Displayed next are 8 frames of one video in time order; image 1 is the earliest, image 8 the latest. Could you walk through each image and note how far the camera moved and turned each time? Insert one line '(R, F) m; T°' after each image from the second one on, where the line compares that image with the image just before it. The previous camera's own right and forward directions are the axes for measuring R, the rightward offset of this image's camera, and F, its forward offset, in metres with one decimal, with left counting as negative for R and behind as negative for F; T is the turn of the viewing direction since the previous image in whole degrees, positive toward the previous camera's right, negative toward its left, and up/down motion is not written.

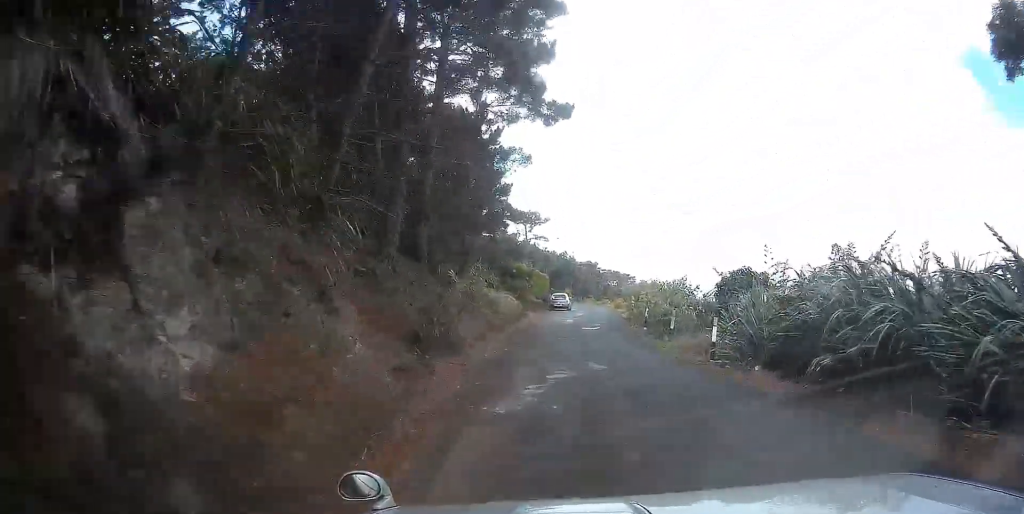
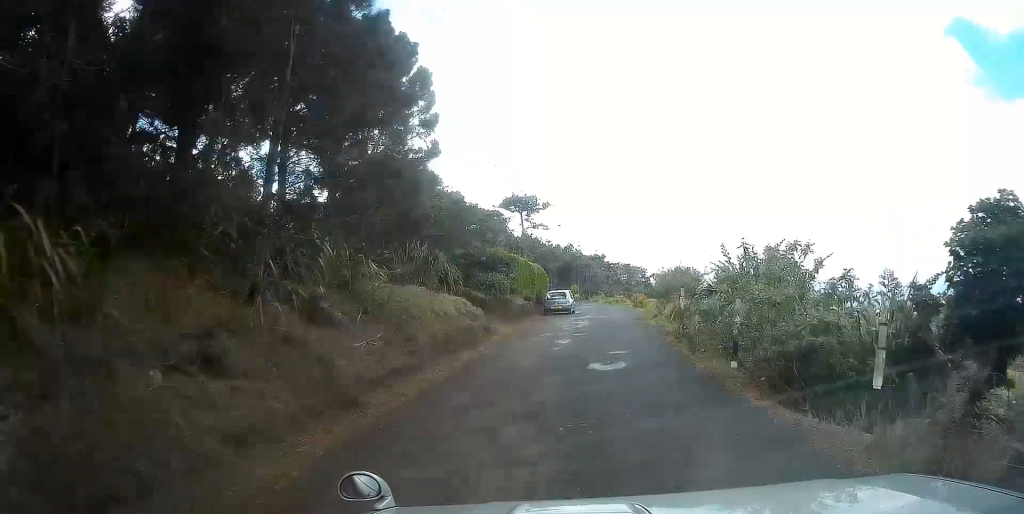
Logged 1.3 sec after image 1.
(-0.5, +12.9) m; -3°
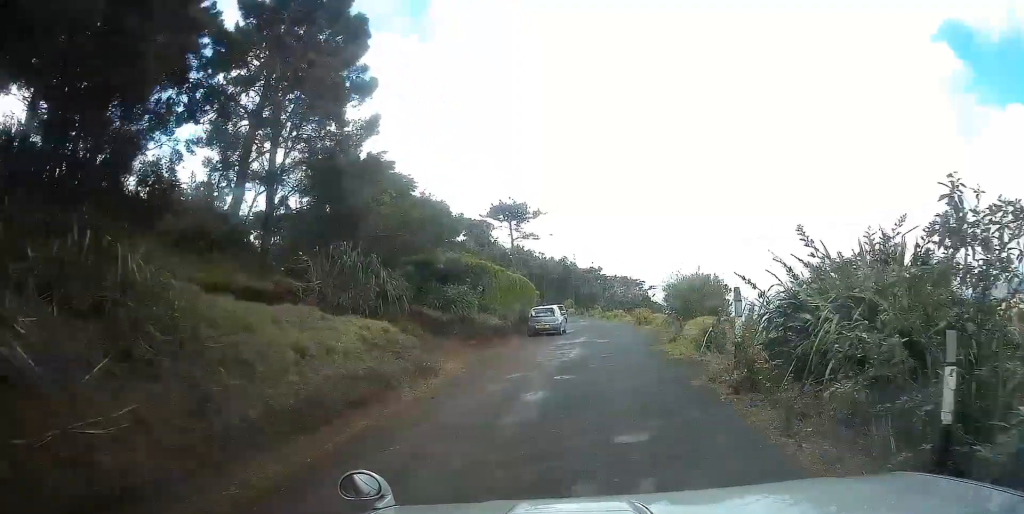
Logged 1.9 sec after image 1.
(-0.1, +6.4) m; -1°
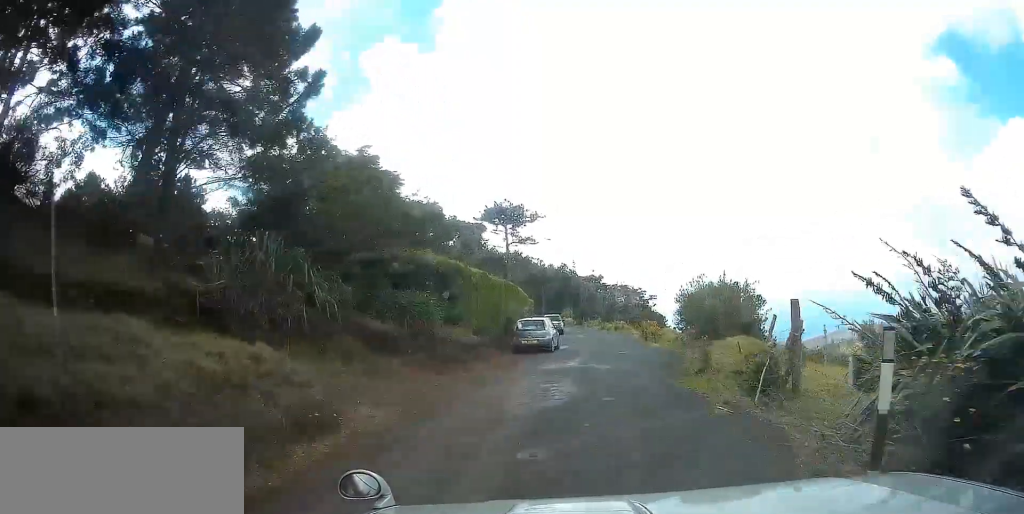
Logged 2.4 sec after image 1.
(0.0, +4.7) m; 0°
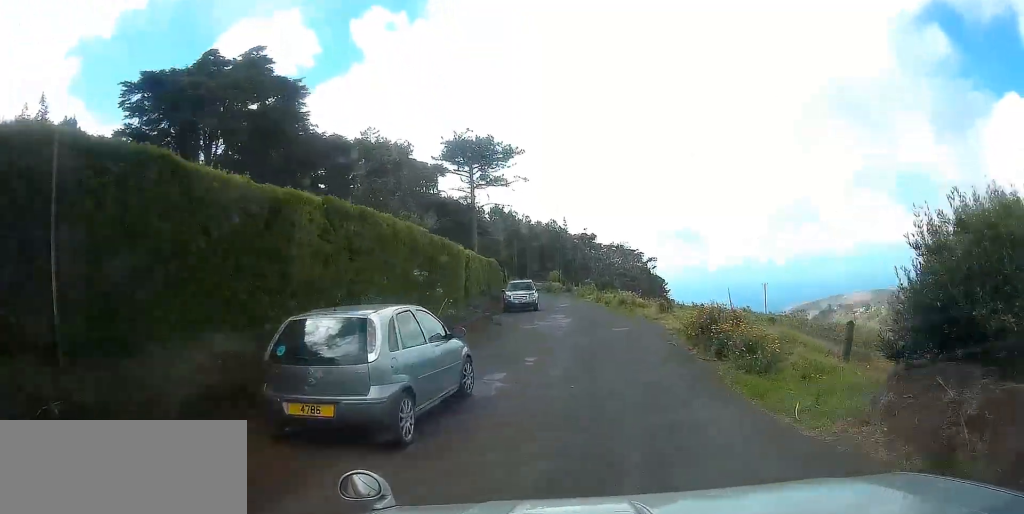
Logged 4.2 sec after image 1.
(-0.1, +17.0) m; -2°
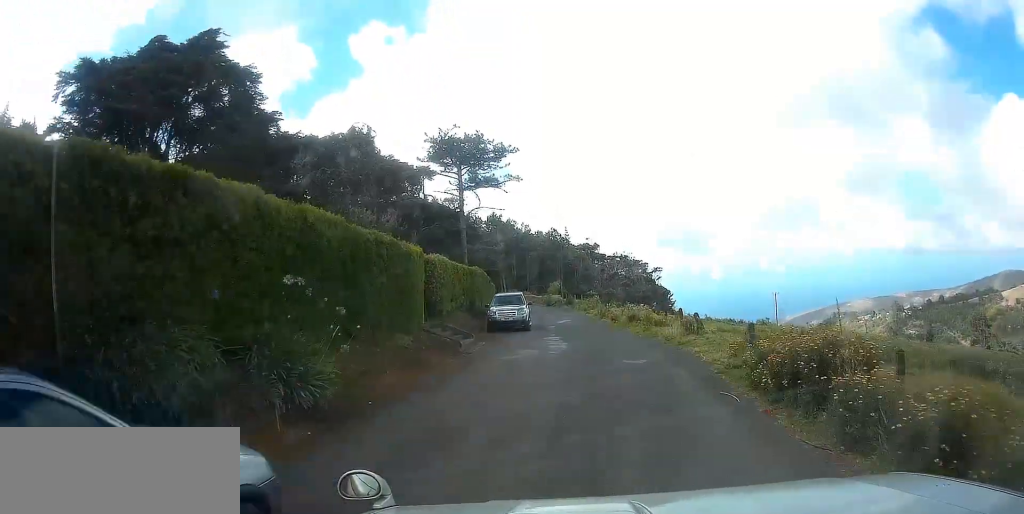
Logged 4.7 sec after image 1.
(-0.1, +5.4) m; -1°
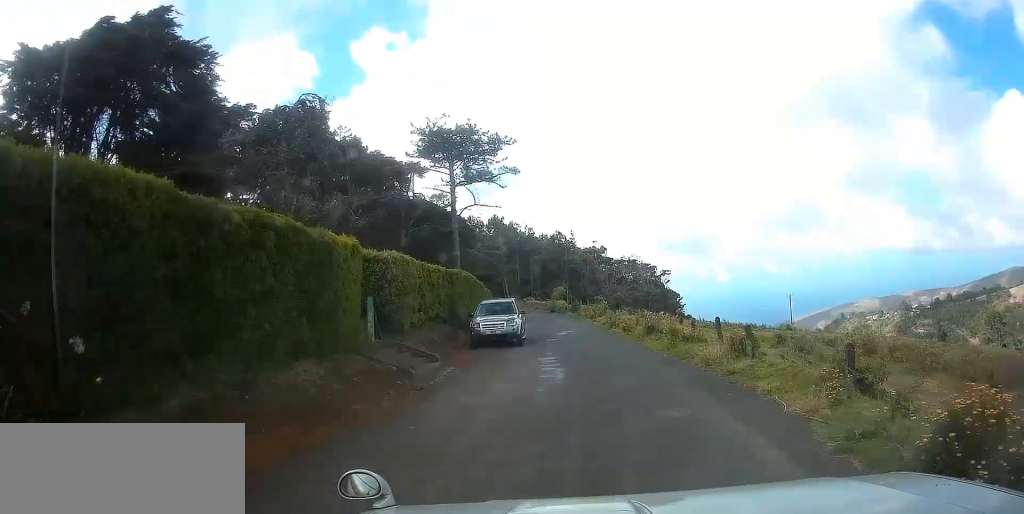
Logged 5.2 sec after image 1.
(0.0, +5.1) m; 0°
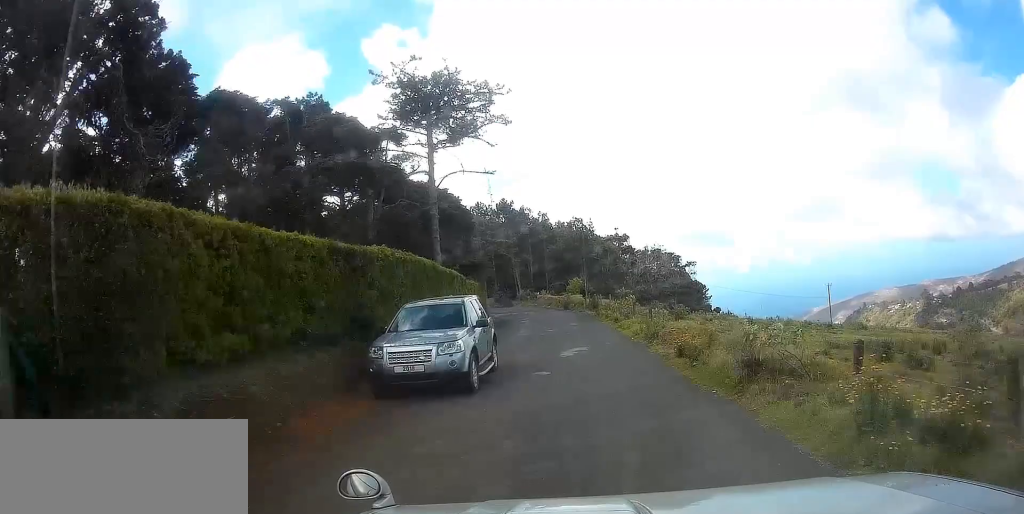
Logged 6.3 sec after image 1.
(0.0, +10.4) m; -2°
